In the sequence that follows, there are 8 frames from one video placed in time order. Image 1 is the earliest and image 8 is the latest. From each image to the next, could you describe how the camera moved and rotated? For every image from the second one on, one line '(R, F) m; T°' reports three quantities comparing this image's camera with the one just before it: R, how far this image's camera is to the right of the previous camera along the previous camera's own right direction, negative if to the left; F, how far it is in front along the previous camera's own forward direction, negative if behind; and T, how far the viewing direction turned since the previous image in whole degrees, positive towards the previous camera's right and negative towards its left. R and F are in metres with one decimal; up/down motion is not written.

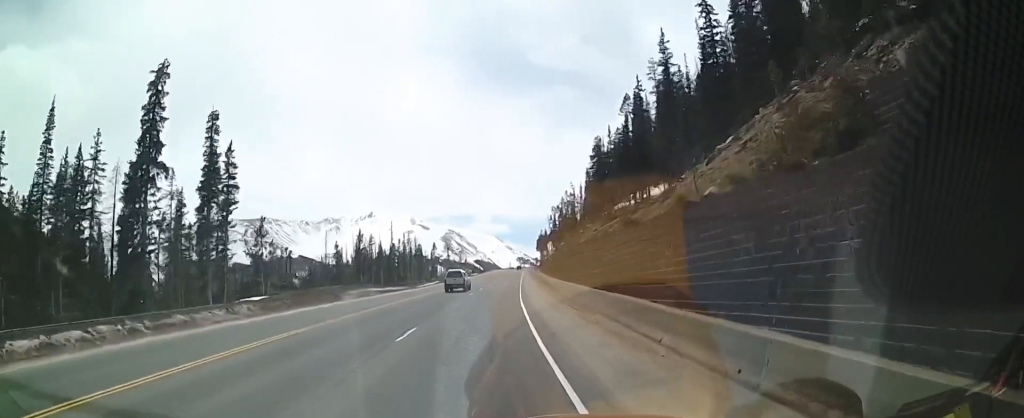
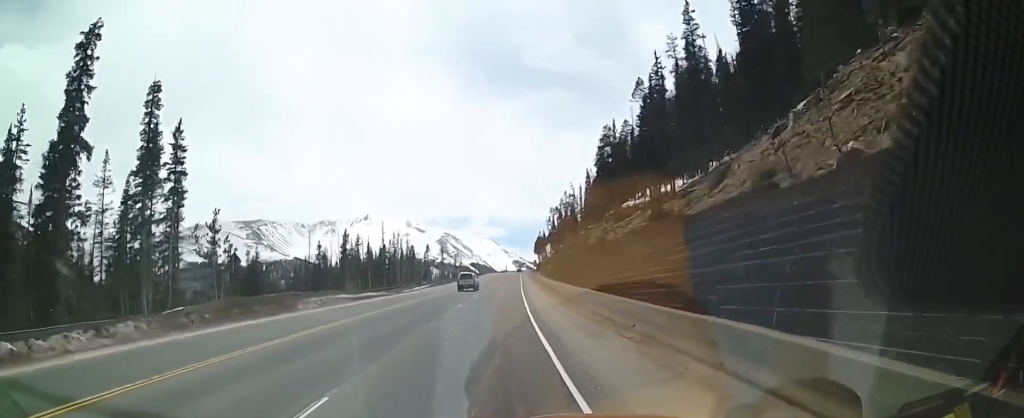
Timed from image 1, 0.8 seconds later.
(+0.2, +10.3) m; 0°
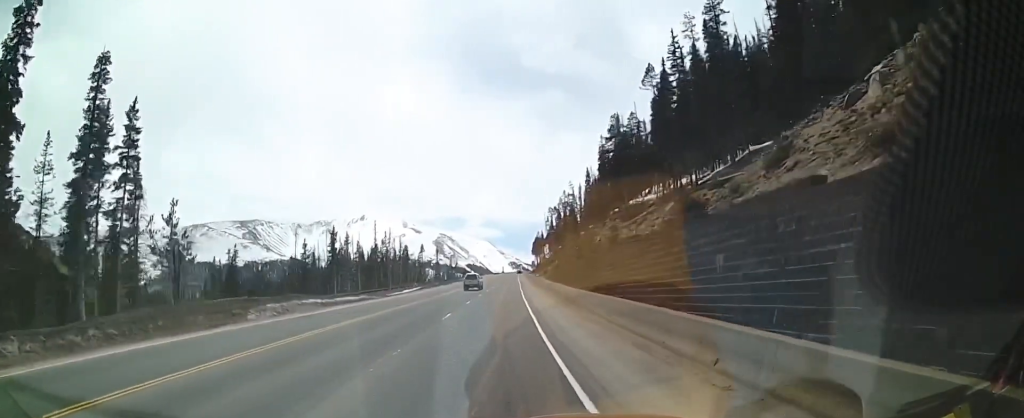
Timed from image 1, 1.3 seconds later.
(0.0, +7.0) m; 0°
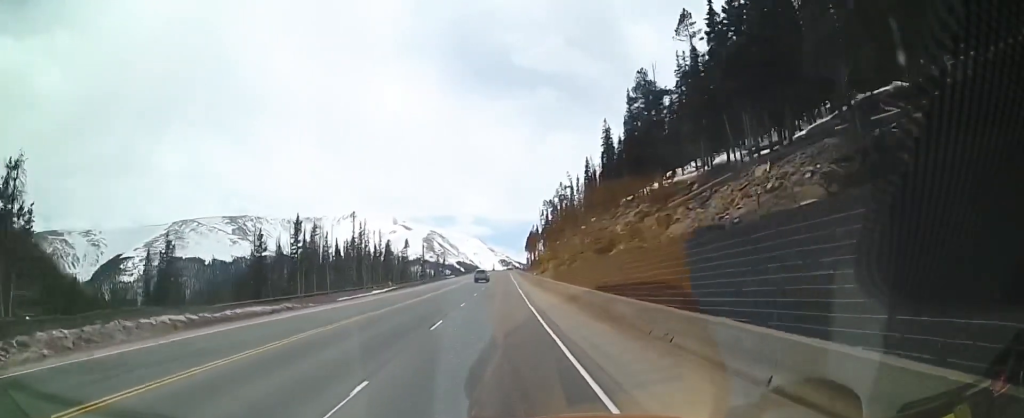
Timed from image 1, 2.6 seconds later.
(-0.1, +17.4) m; +1°
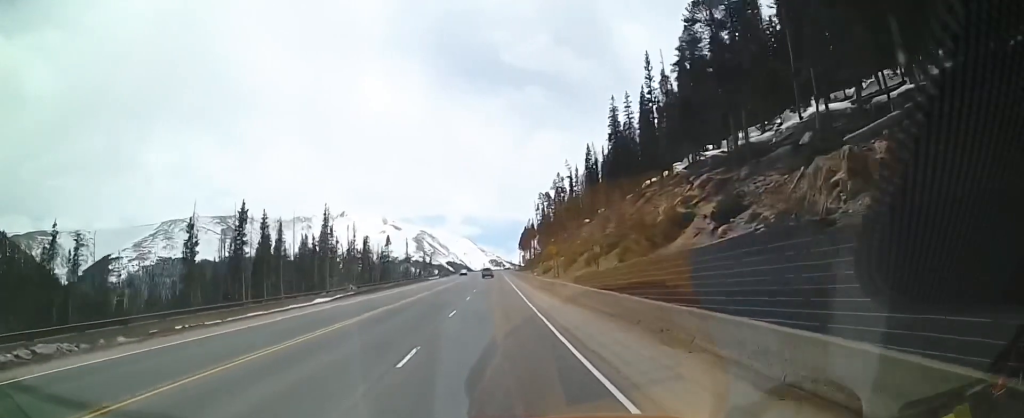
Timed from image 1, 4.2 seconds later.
(+0.2, +20.2) m; 0°
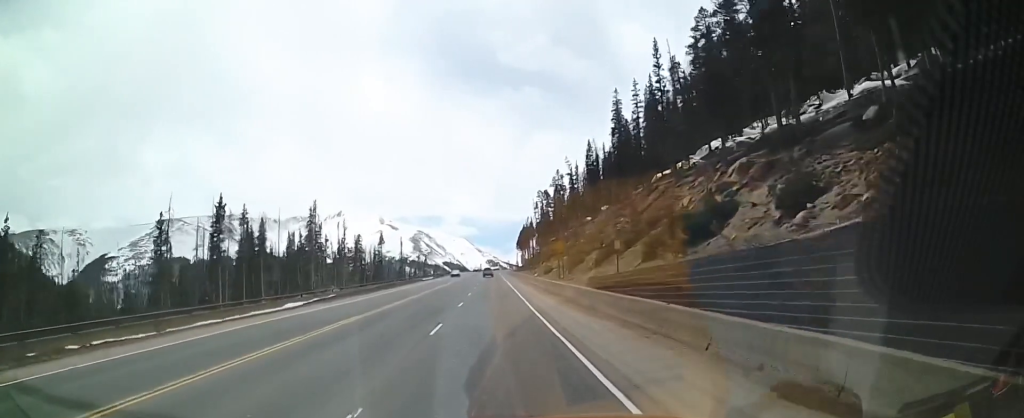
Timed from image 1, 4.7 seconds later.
(-0.1, +6.6) m; 0°
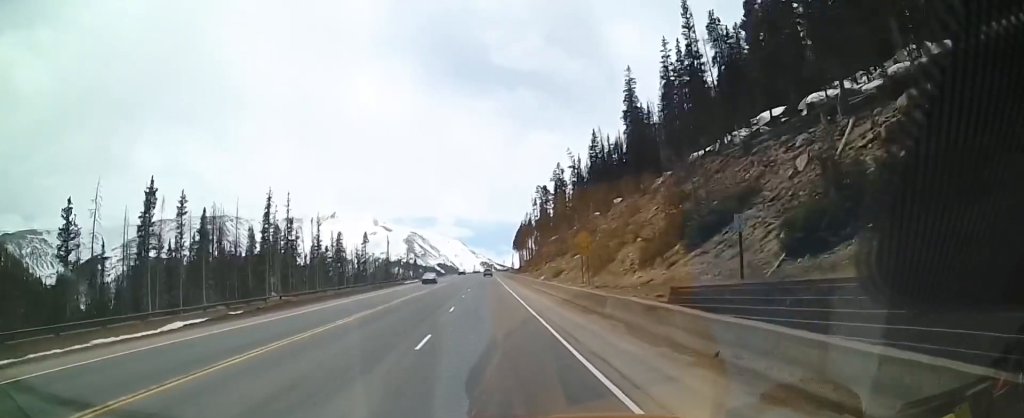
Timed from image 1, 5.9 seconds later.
(+0.1, +16.3) m; +2°
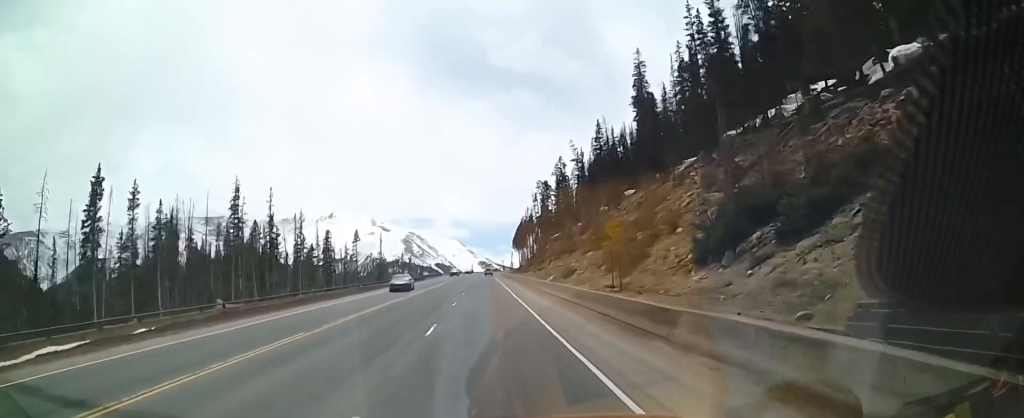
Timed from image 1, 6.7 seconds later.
(+0.2, +10.1) m; +1°
